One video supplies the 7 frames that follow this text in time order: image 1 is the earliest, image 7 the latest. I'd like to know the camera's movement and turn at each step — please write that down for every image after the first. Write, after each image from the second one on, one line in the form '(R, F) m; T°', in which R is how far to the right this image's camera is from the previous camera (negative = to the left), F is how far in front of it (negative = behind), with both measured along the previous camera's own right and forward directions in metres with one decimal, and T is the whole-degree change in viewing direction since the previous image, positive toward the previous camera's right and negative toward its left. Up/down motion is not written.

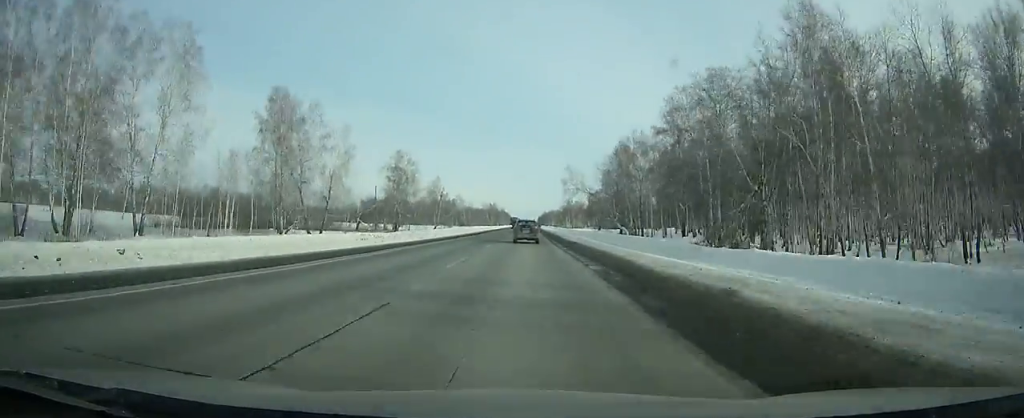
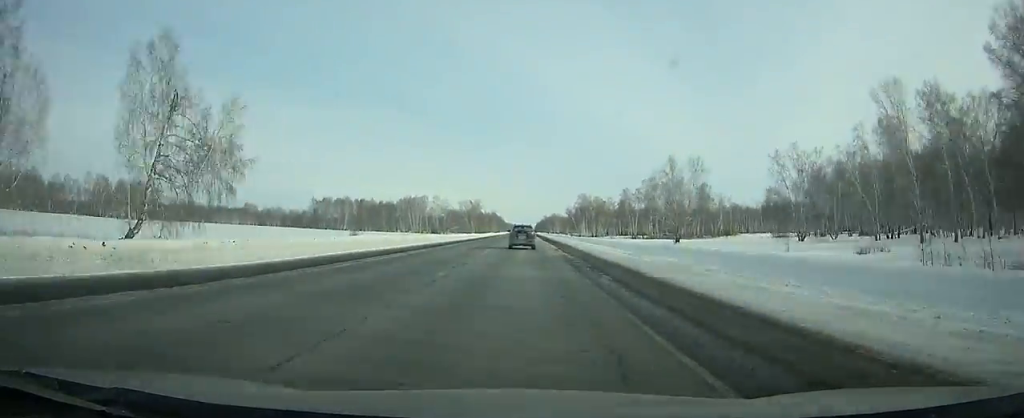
(-0.1, +130.3) m; 0°
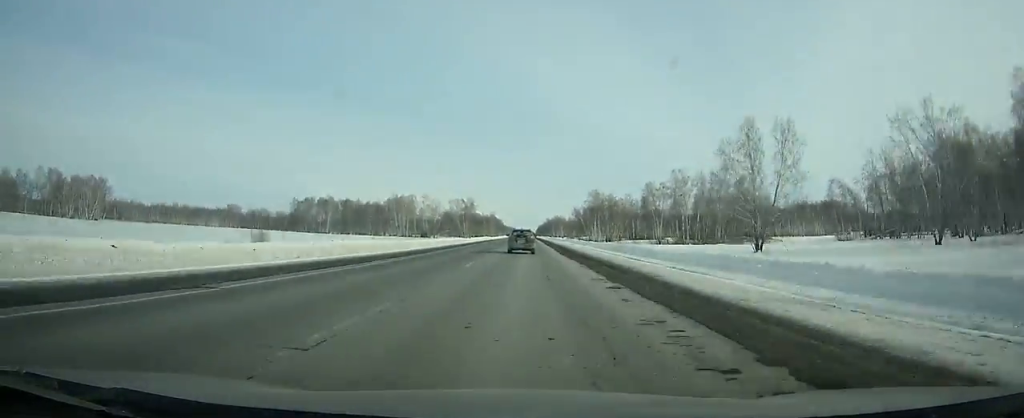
(+0.1, +40.8) m; 0°
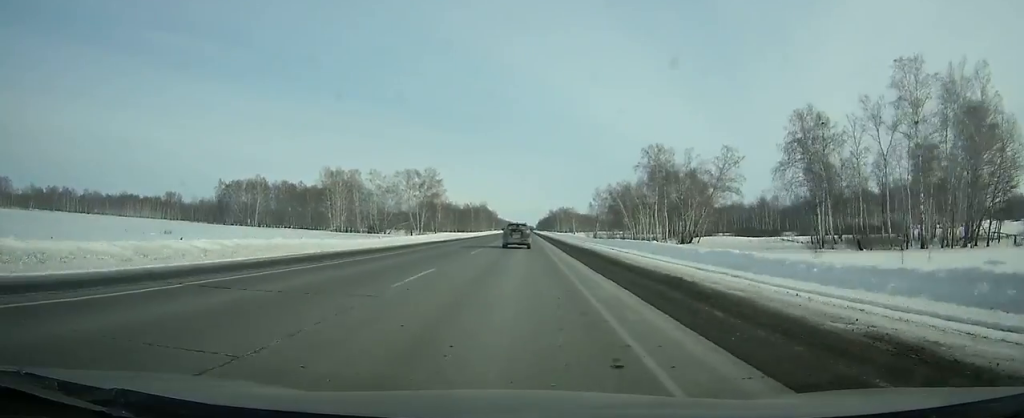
(+0.2, +106.1) m; 0°
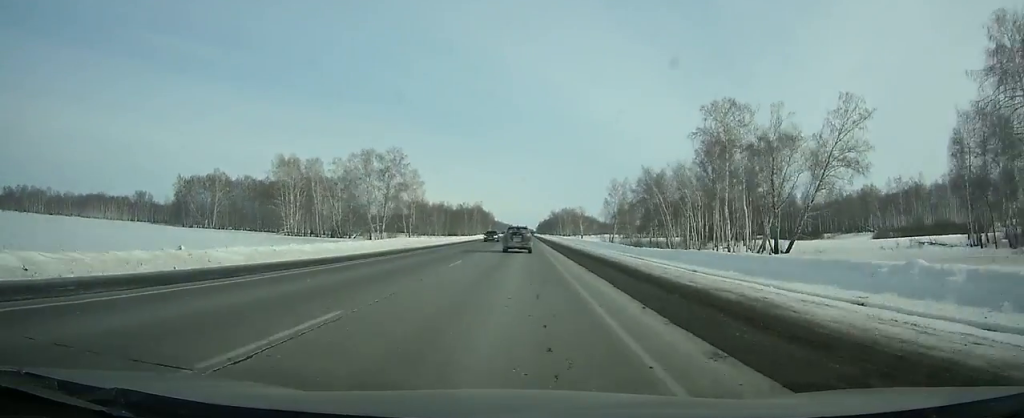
(0.0, +40.9) m; 0°
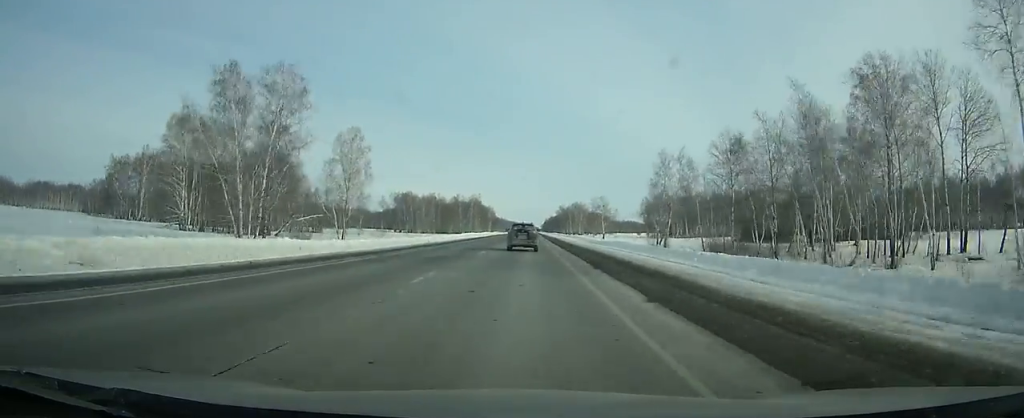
(-0.1, +54.4) m; 0°
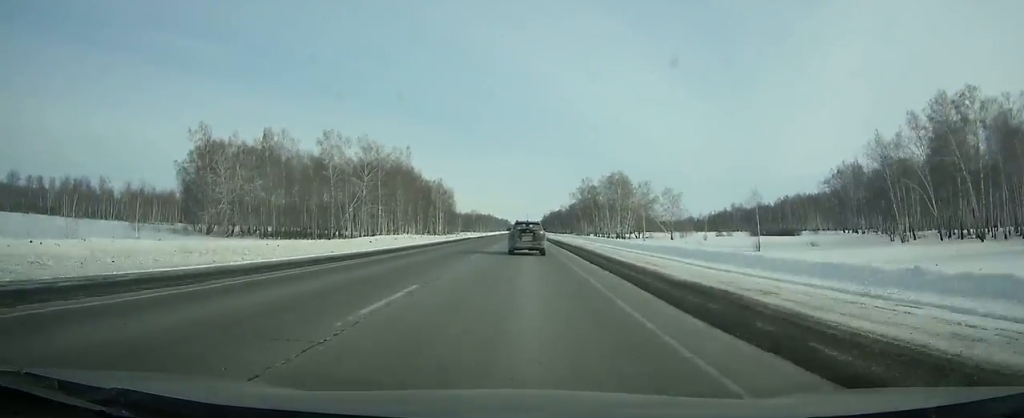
(0.0, +197.8) m; 0°
